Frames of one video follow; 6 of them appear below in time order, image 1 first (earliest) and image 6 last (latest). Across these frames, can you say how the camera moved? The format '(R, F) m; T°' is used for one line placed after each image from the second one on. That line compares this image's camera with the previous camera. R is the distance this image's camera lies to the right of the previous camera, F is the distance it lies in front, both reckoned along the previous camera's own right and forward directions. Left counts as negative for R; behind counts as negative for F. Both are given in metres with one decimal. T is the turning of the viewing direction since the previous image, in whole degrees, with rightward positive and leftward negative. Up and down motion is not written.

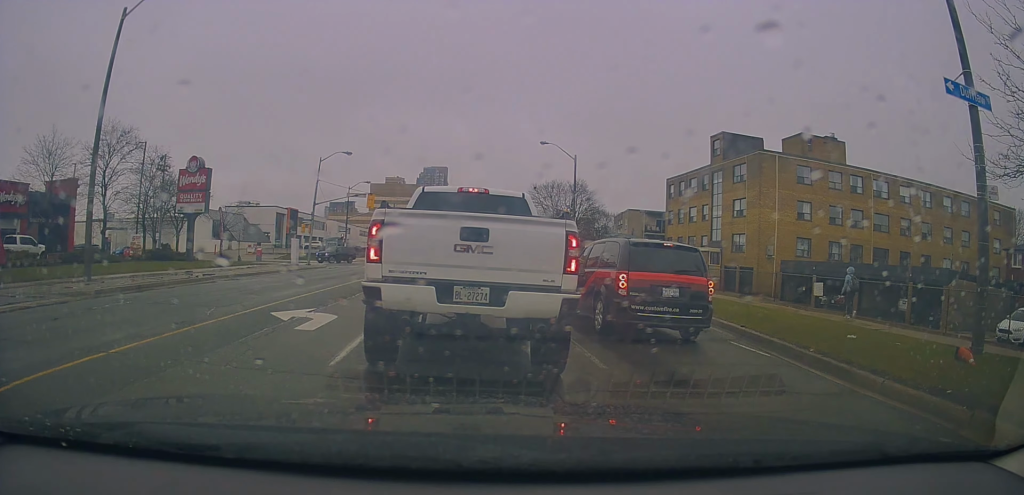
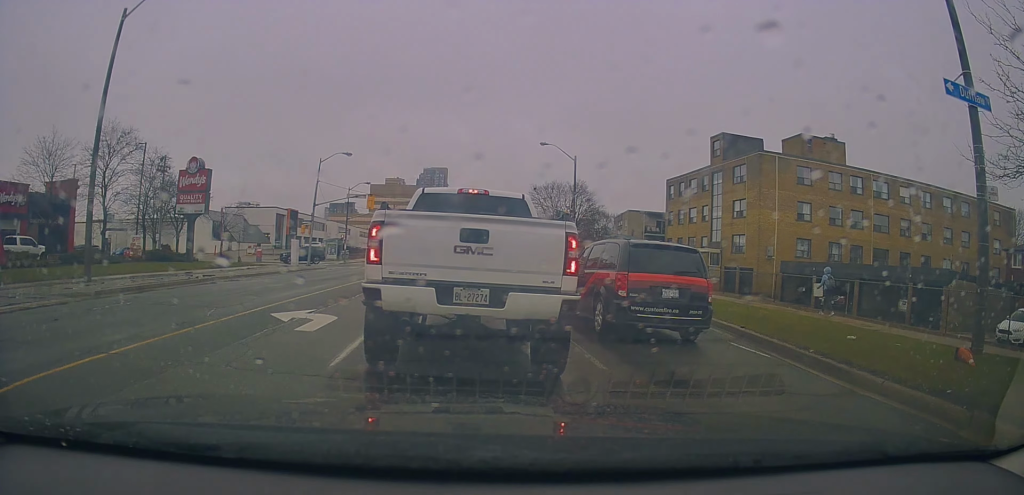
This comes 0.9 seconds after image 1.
(0.0, 0.0) m; 0°
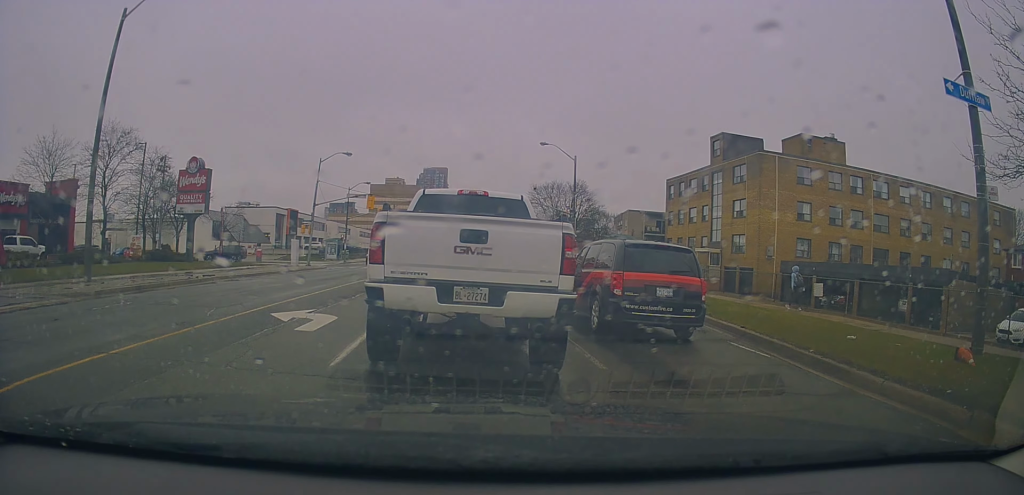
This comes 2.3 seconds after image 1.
(0.0, 0.0) m; 0°
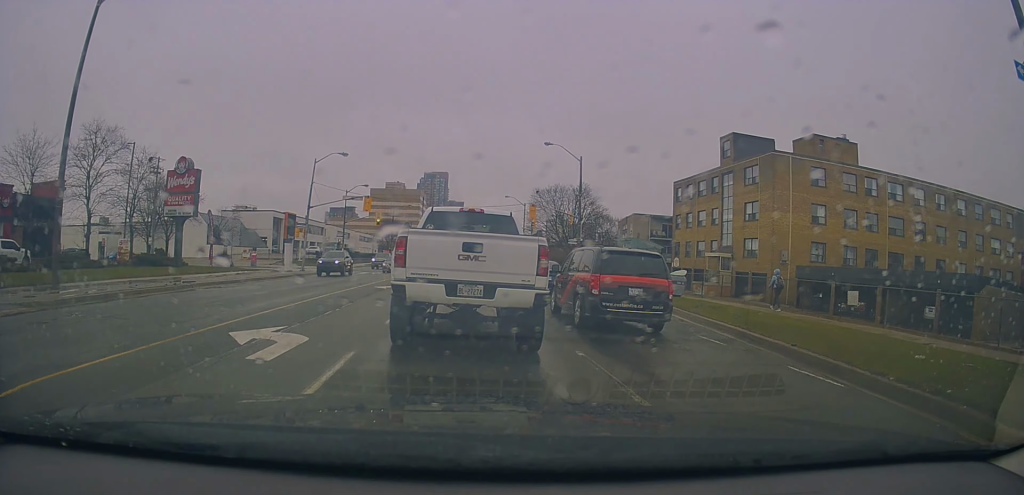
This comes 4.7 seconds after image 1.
(0.0, +0.7) m; +5°
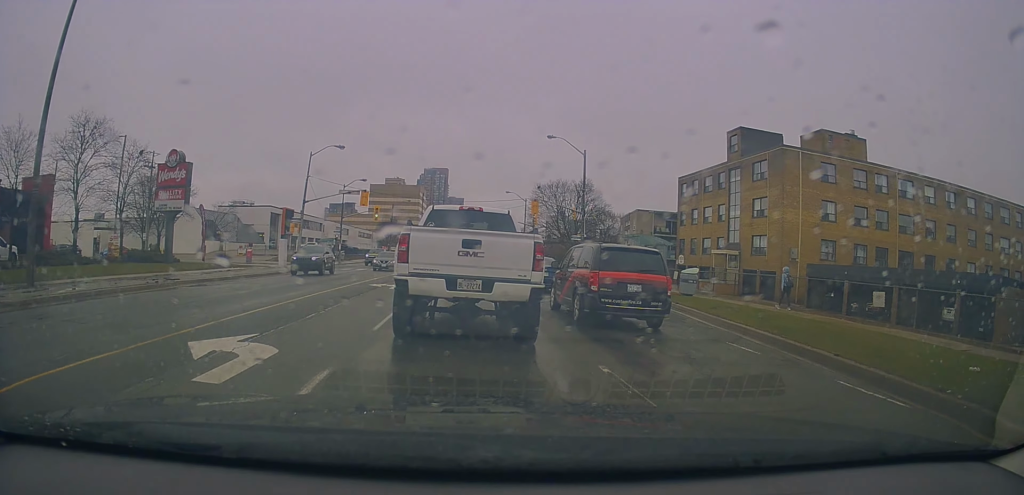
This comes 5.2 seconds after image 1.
(+0.1, +0.8) m; +2°
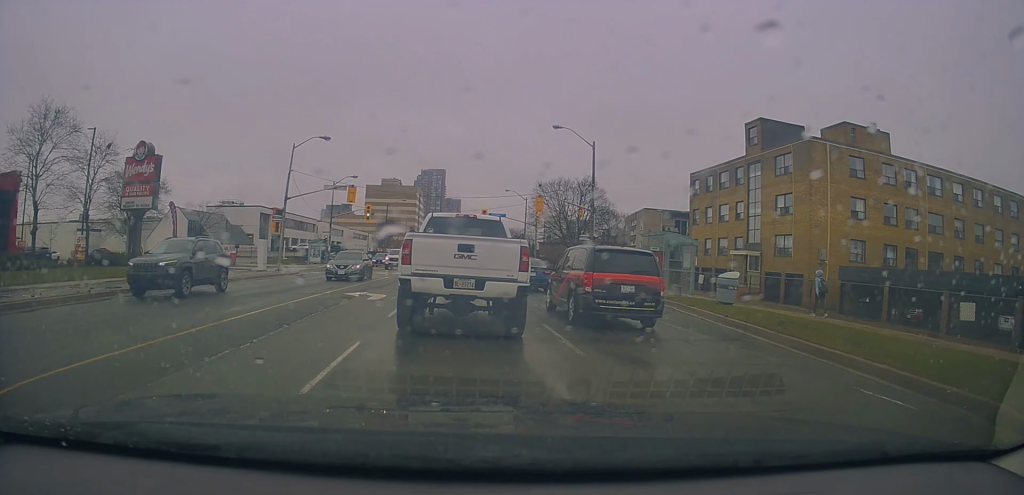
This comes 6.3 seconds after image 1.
(0.0, +3.5) m; +3°
